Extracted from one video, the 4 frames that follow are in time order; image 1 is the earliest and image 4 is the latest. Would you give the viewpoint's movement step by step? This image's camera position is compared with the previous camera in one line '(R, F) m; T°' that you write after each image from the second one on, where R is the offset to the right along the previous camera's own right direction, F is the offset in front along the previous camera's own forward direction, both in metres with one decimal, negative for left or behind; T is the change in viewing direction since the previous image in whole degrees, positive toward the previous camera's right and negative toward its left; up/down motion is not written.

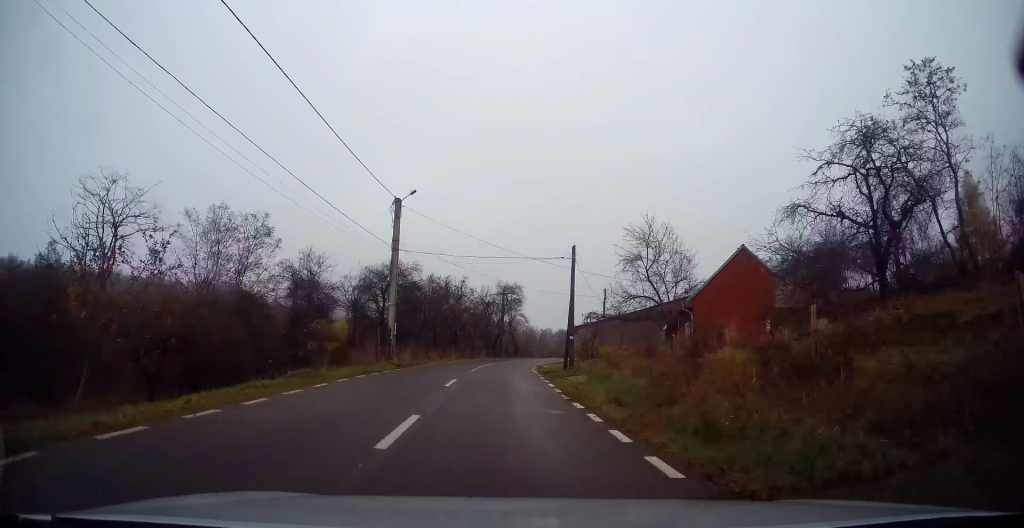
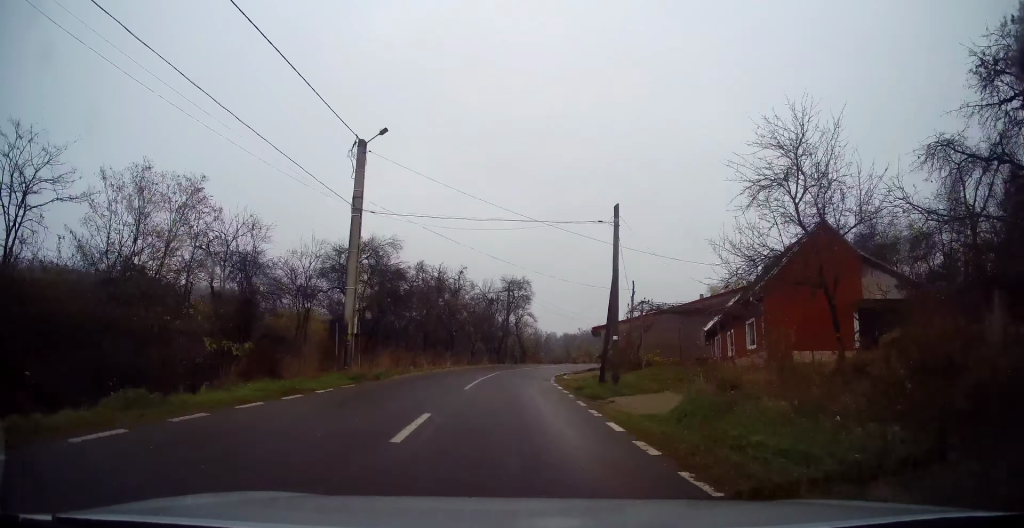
(-0.1, +8.7) m; 0°
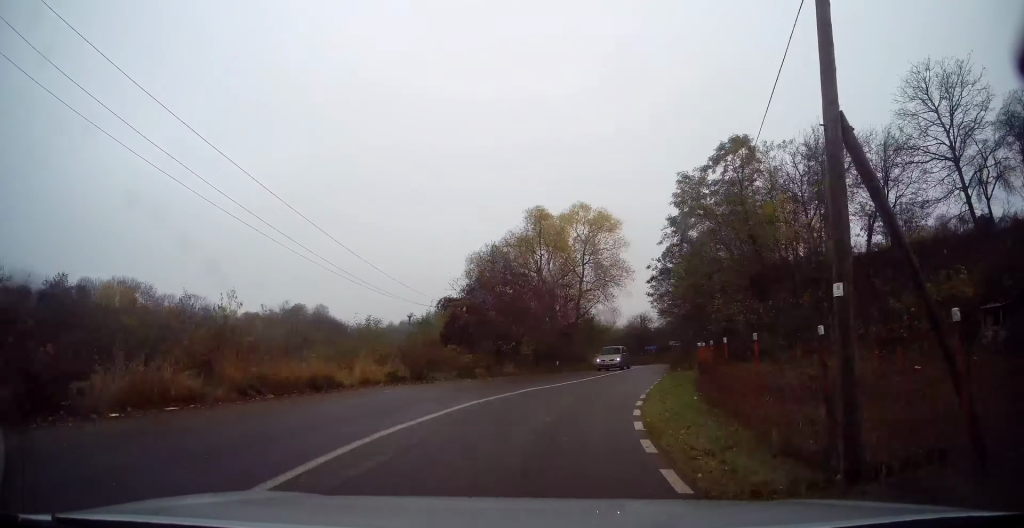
(+12.5, +57.1) m; +35°
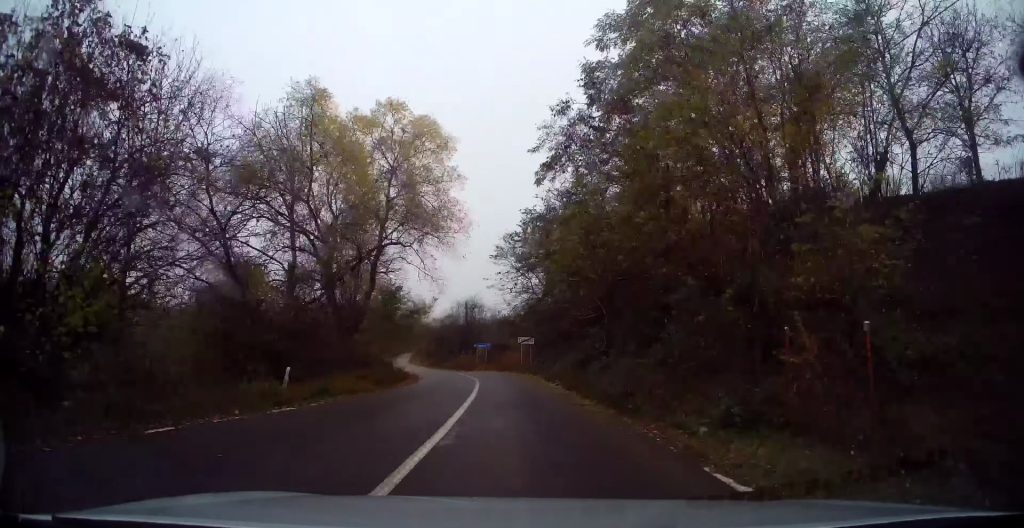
(+4.1, +22.1) m; +15°
